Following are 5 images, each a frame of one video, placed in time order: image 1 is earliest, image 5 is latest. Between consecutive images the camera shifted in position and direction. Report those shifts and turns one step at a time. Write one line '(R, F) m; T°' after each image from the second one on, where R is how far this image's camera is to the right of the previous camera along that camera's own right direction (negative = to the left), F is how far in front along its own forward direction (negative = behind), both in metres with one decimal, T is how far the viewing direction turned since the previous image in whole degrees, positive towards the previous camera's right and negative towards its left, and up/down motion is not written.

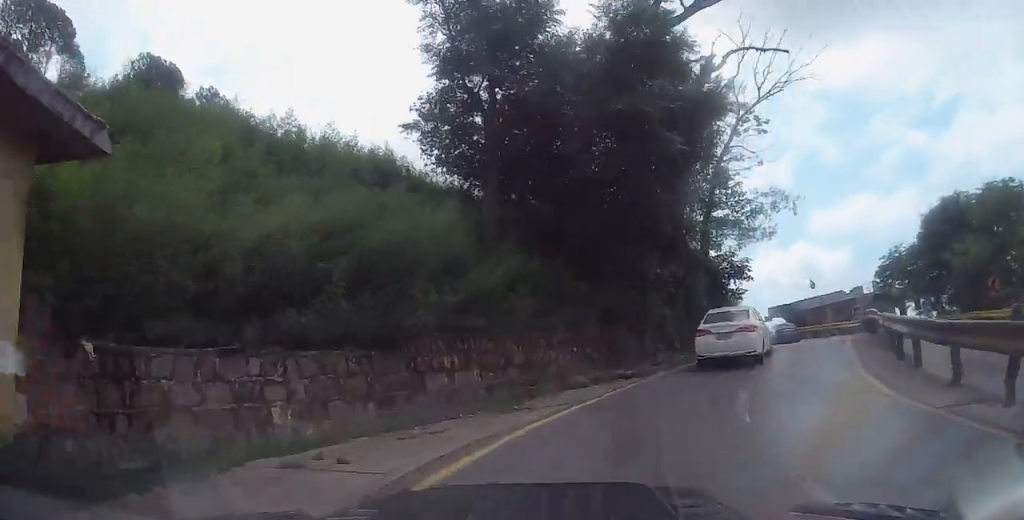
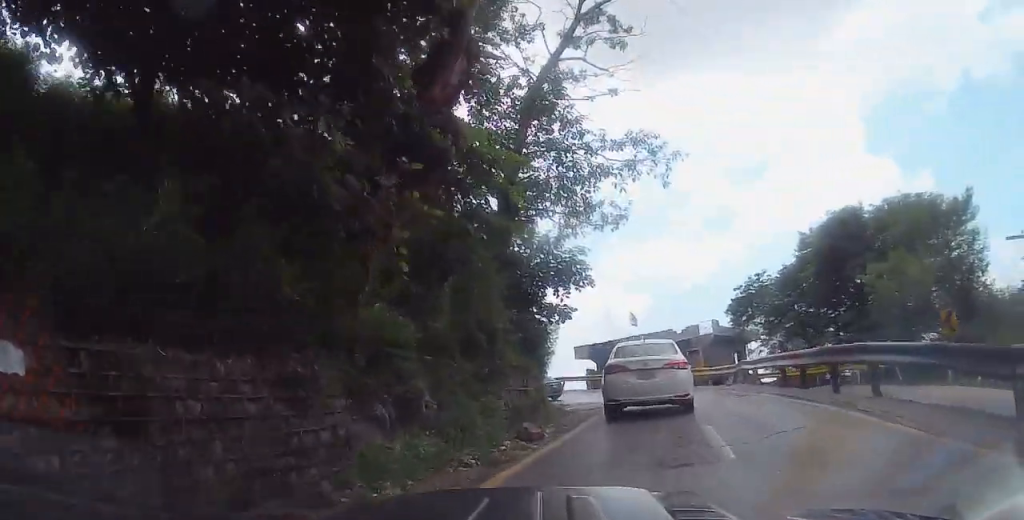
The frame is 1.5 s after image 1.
(+2.0, +13.1) m; +15°
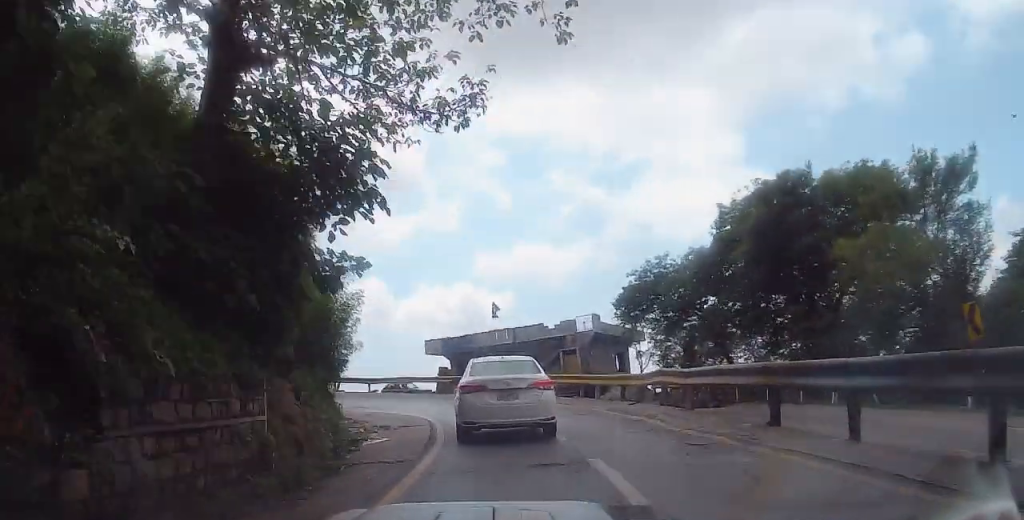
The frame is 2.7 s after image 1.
(+0.8, +9.1) m; +9°
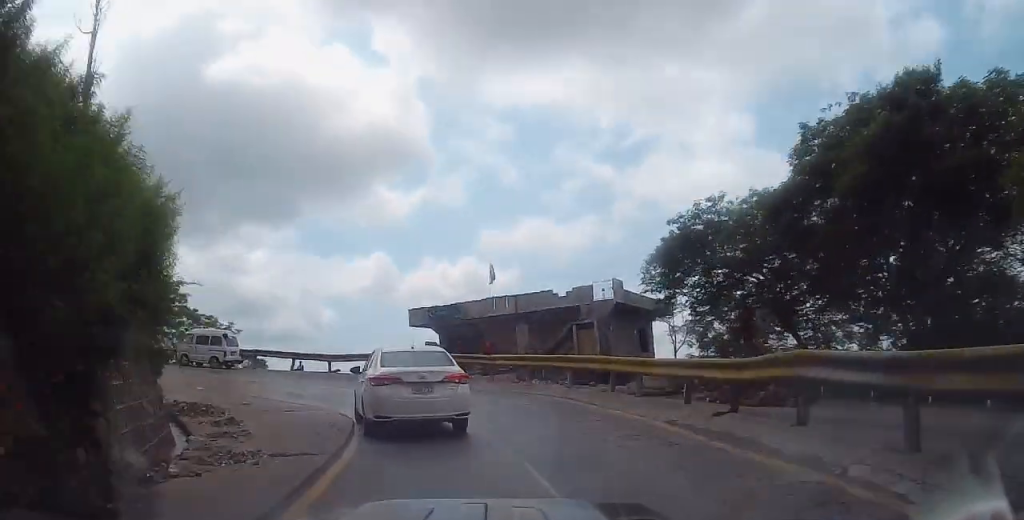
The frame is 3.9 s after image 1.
(+0.6, +8.4) m; +3°
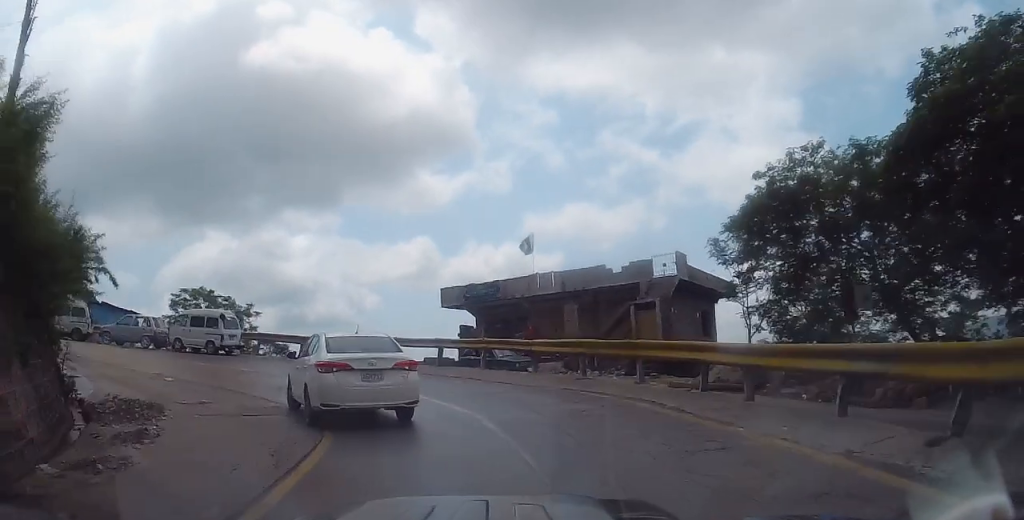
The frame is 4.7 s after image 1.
(-0.2, +4.8) m; -7°
